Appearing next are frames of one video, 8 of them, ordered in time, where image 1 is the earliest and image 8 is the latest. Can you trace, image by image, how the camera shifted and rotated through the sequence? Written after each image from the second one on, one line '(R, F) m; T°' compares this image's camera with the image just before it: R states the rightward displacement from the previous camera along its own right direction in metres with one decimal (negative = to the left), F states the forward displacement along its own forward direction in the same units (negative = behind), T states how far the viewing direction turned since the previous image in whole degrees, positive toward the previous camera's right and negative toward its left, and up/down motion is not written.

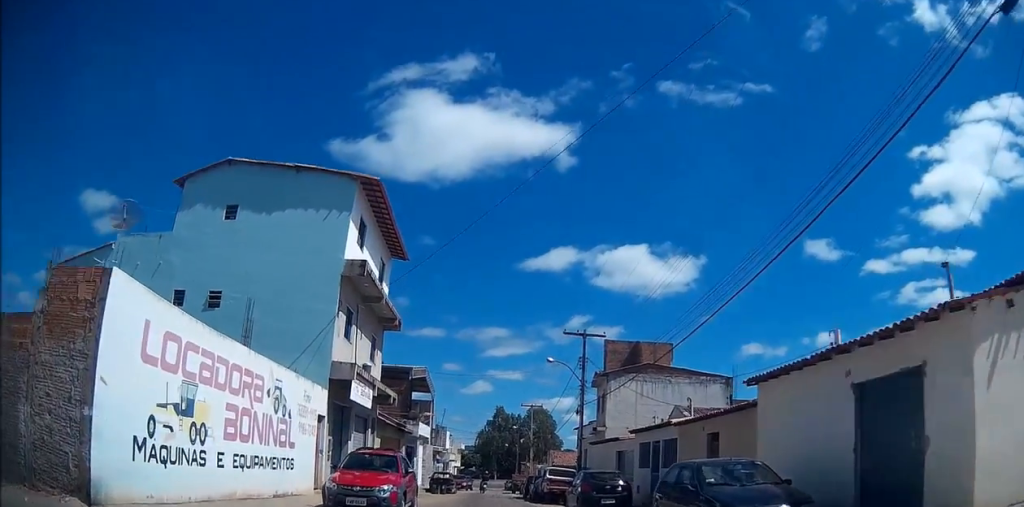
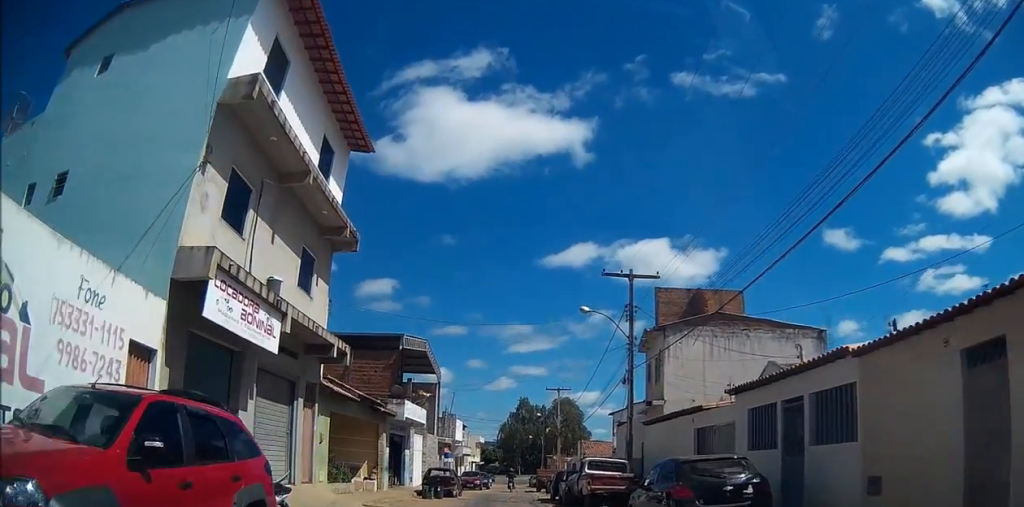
(0.0, +9.8) m; 0°
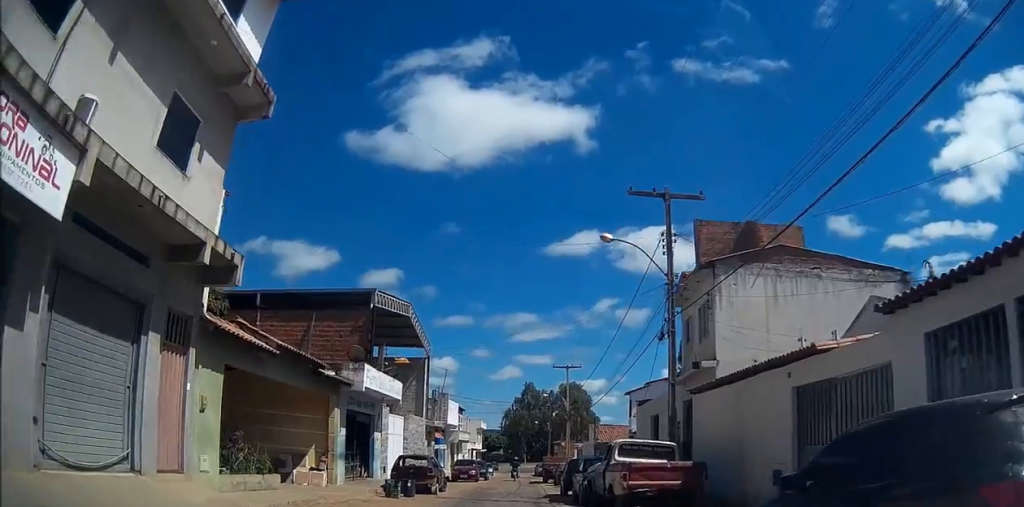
(0.0, +6.7) m; 0°
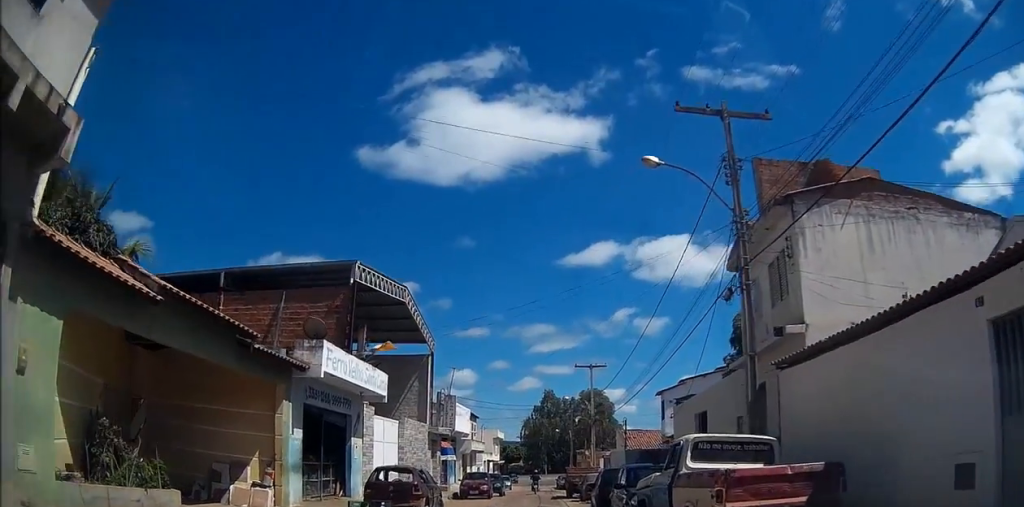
(0.0, +5.2) m; +4°
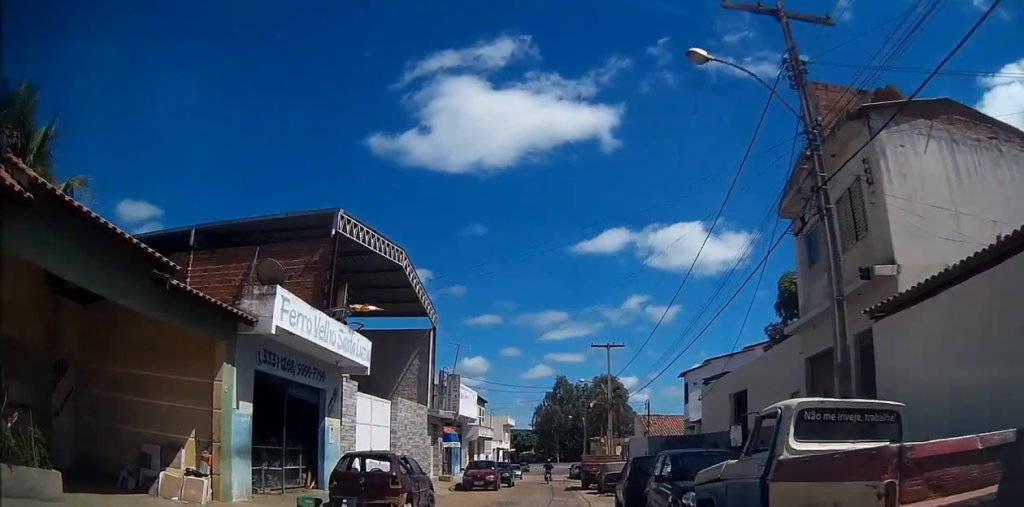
(+0.3, +3.4) m; -3°
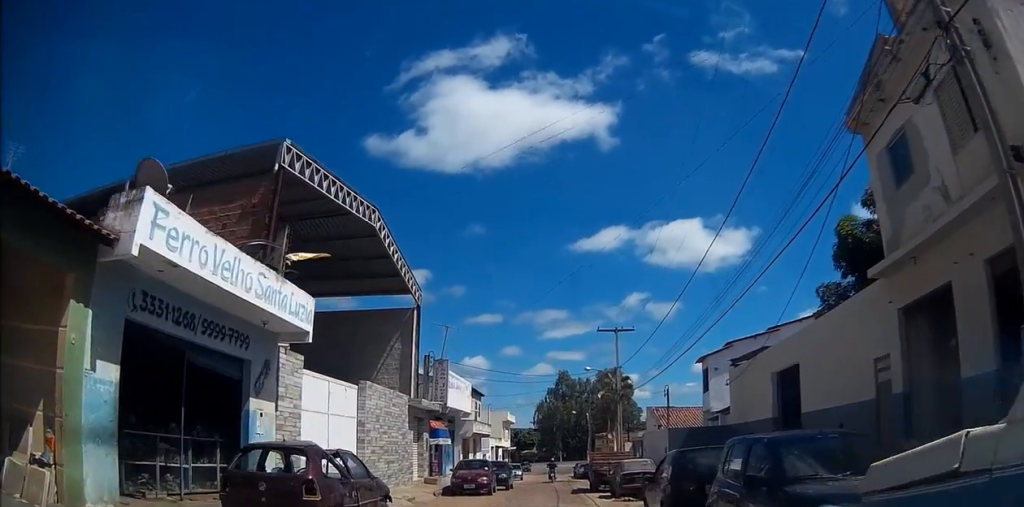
(-0.3, +4.5) m; -4°
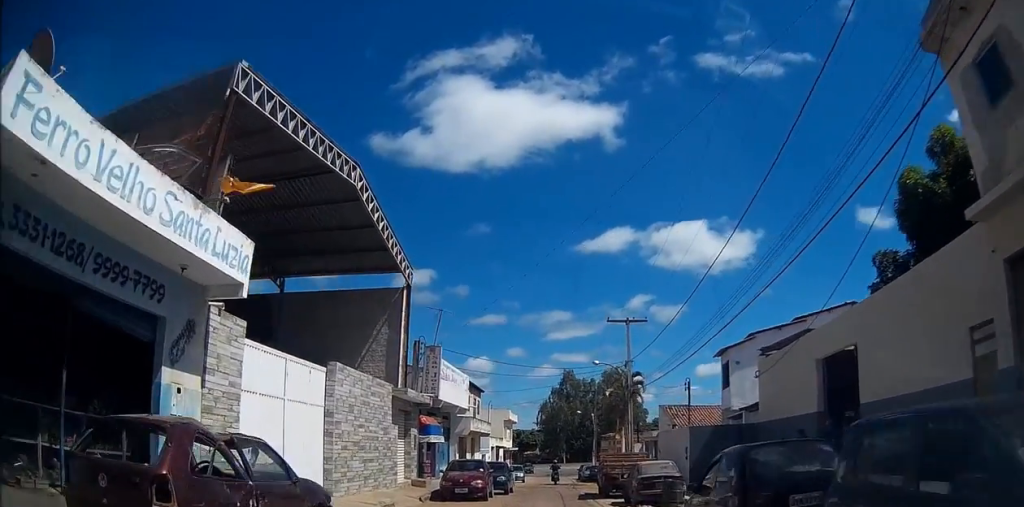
(-0.2, +3.5) m; -1°
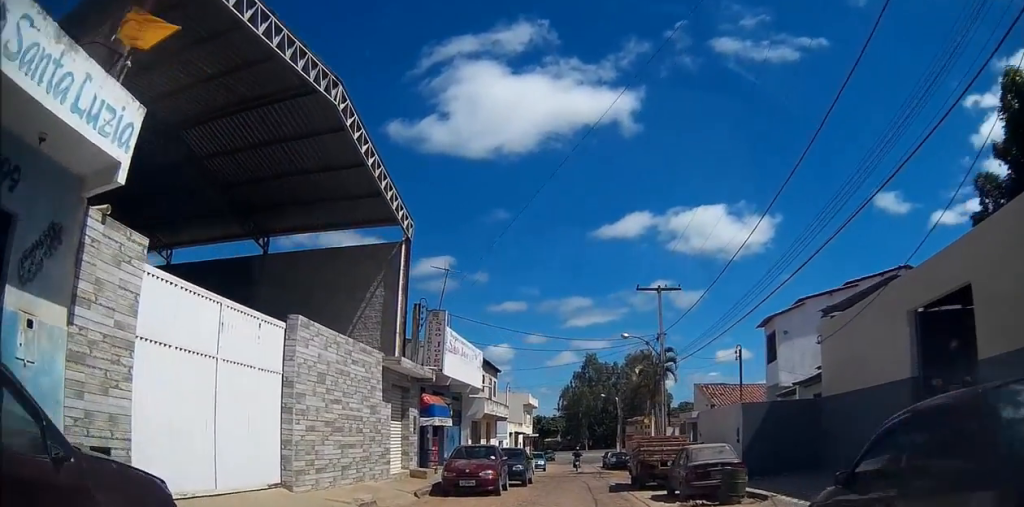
(+0.3, +4.8) m; +5°
